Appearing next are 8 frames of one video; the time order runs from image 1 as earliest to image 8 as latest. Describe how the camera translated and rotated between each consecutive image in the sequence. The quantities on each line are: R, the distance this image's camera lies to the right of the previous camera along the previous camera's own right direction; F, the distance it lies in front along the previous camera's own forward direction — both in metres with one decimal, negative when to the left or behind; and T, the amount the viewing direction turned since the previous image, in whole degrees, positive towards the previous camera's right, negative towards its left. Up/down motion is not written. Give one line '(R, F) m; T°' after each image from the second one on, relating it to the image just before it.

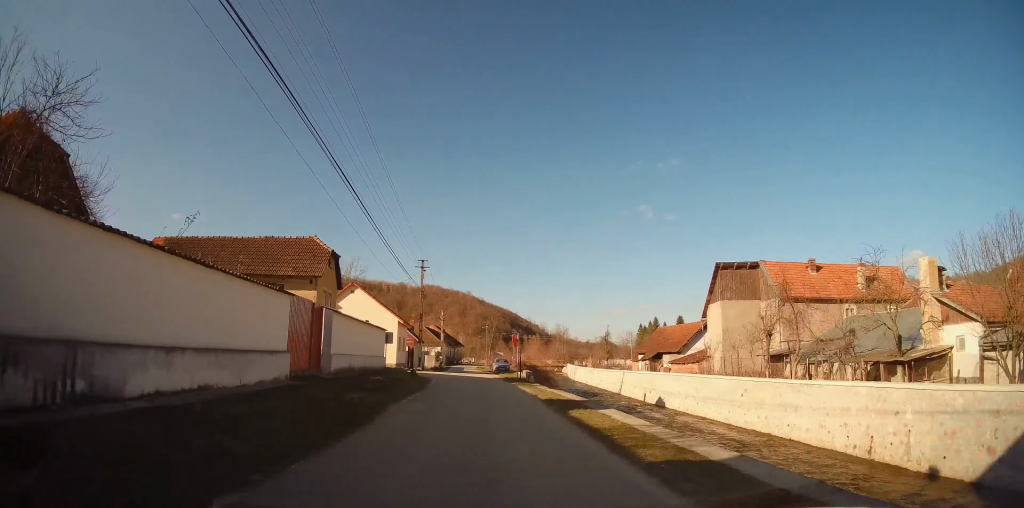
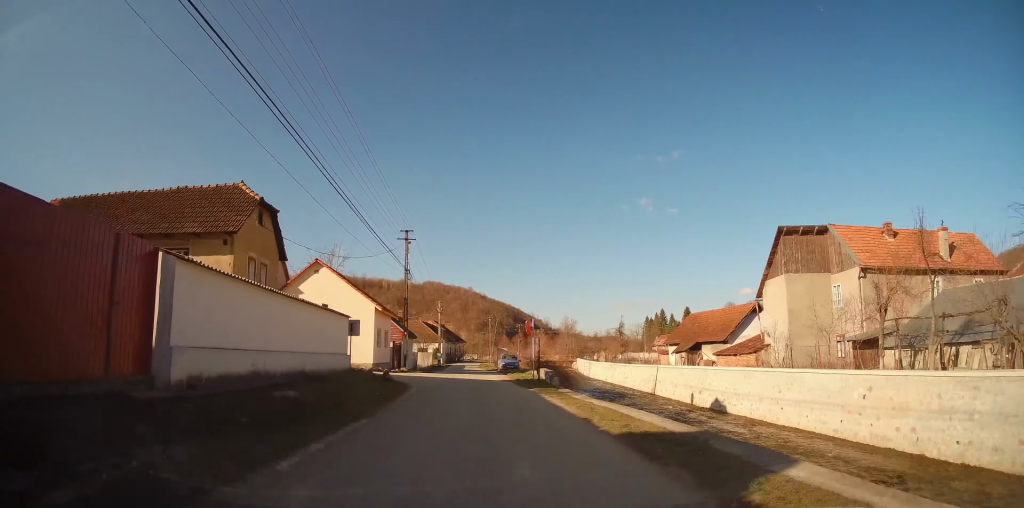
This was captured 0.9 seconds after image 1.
(0.0, +8.3) m; -1°
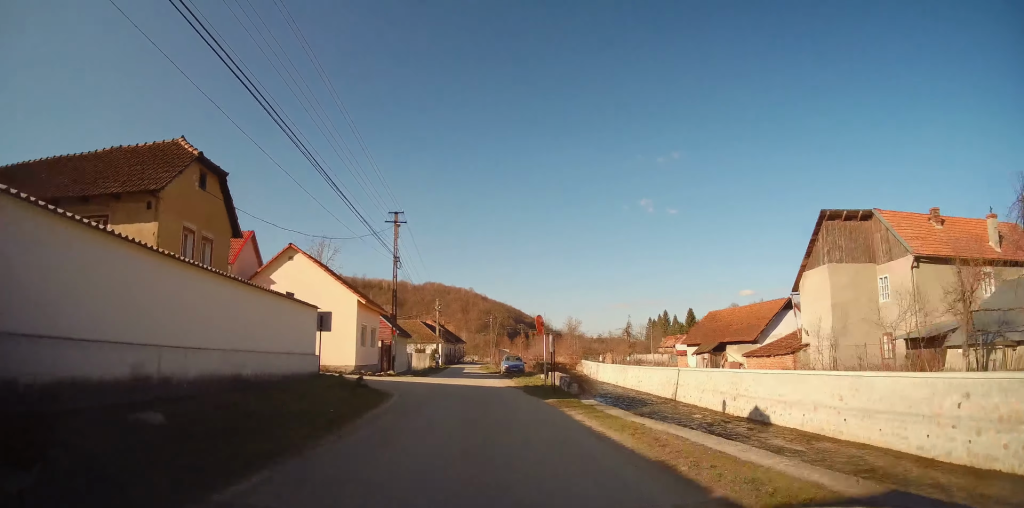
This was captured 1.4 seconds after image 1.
(0.0, +4.3) m; 0°
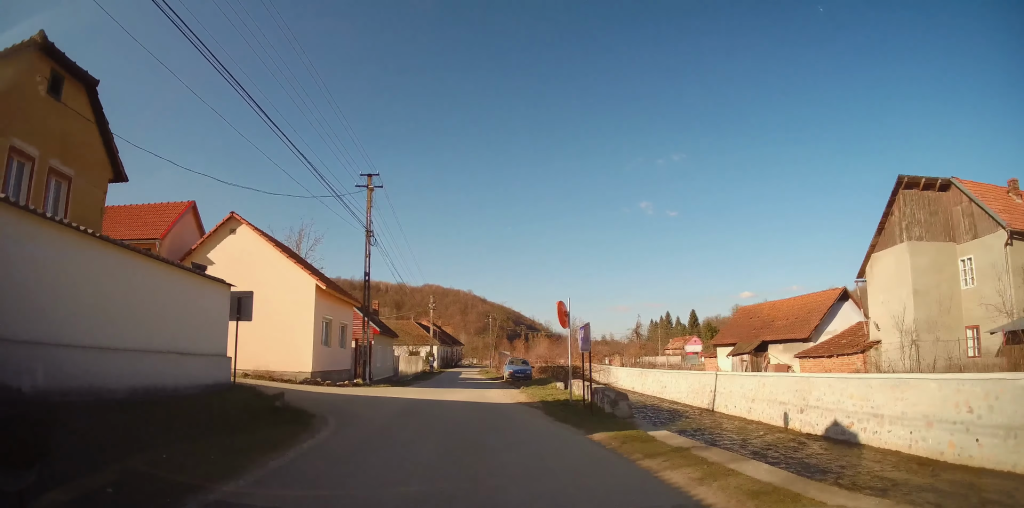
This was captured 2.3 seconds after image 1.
(-0.1, +6.7) m; +1°
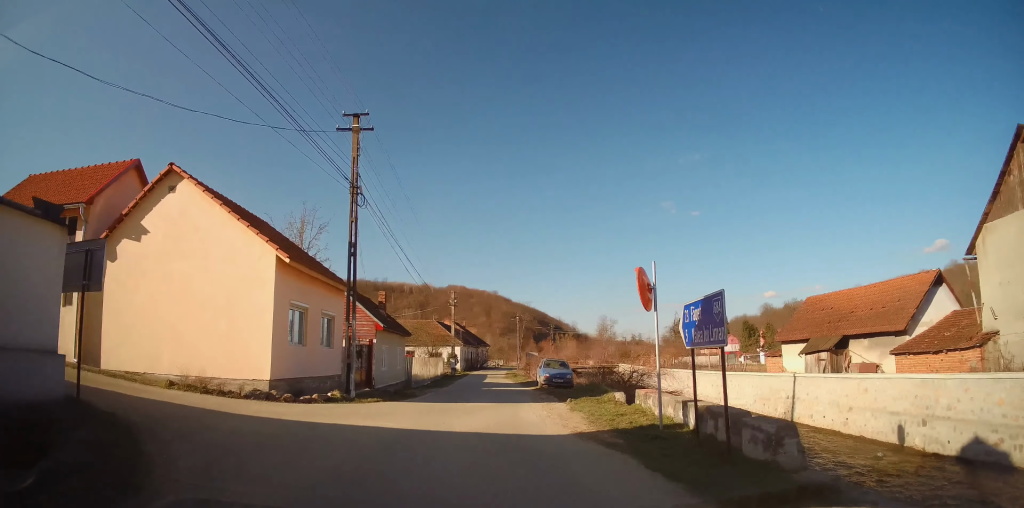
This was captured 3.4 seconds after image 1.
(+0.2, +7.3) m; -2°
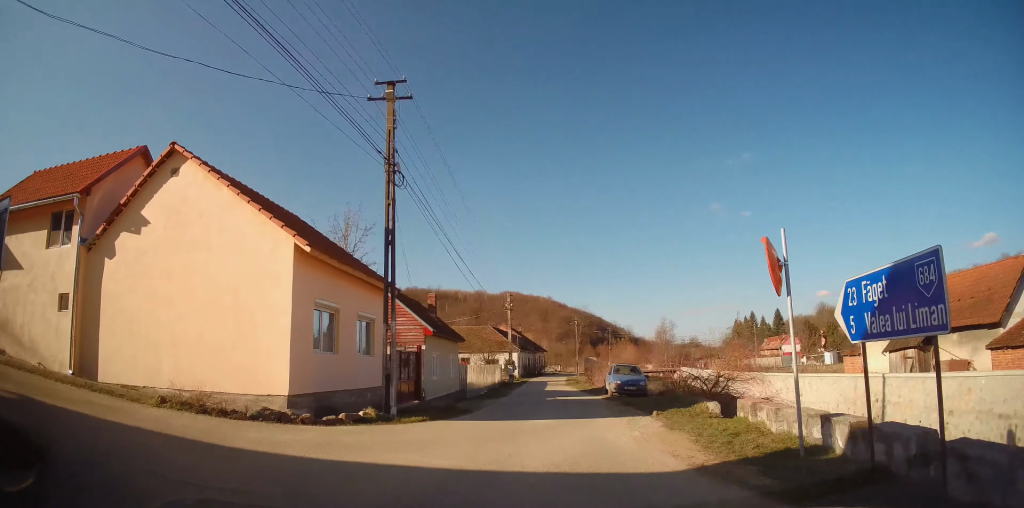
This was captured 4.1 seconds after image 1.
(-0.2, +3.5) m; -7°
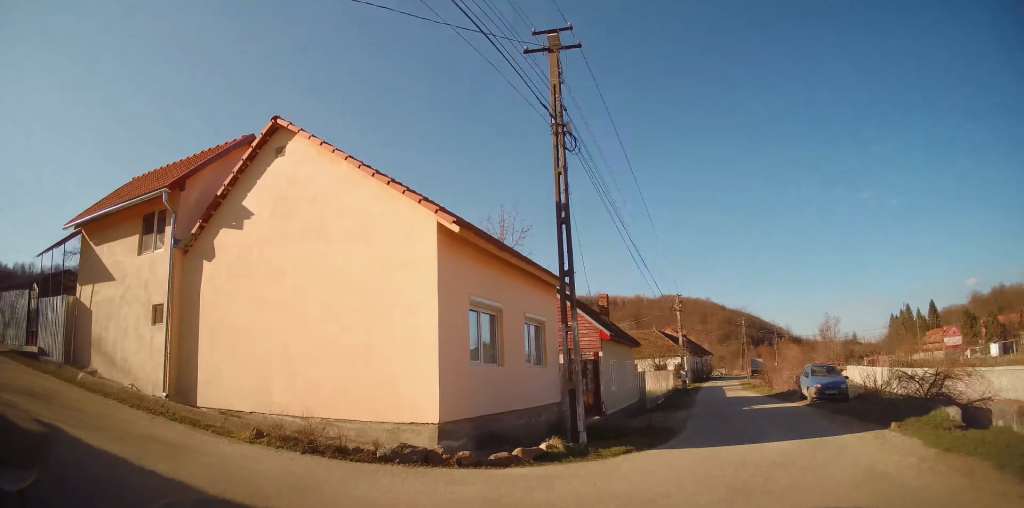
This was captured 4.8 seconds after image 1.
(-0.2, +3.4) m; -12°
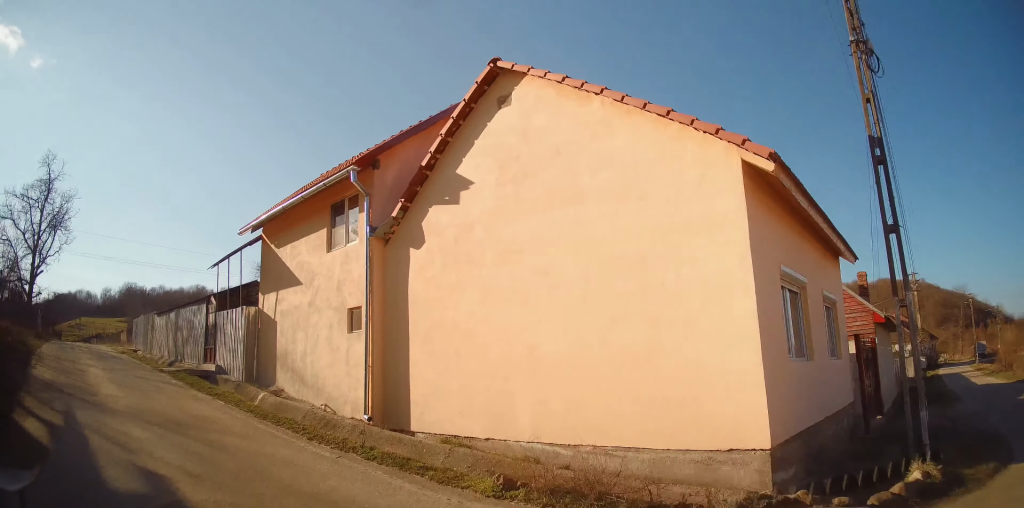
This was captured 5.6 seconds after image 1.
(-0.3, +3.2) m; -20°
